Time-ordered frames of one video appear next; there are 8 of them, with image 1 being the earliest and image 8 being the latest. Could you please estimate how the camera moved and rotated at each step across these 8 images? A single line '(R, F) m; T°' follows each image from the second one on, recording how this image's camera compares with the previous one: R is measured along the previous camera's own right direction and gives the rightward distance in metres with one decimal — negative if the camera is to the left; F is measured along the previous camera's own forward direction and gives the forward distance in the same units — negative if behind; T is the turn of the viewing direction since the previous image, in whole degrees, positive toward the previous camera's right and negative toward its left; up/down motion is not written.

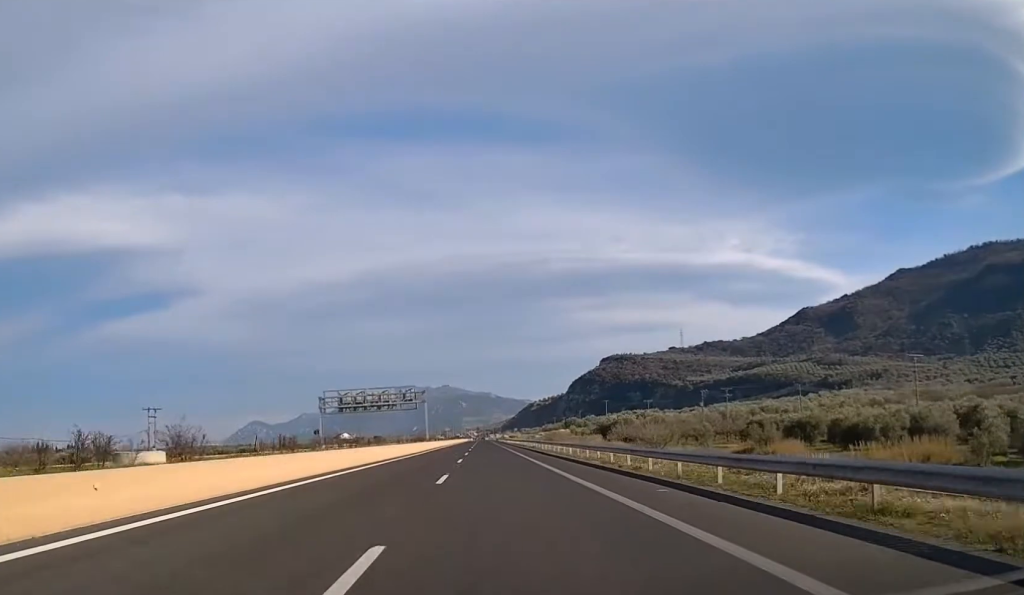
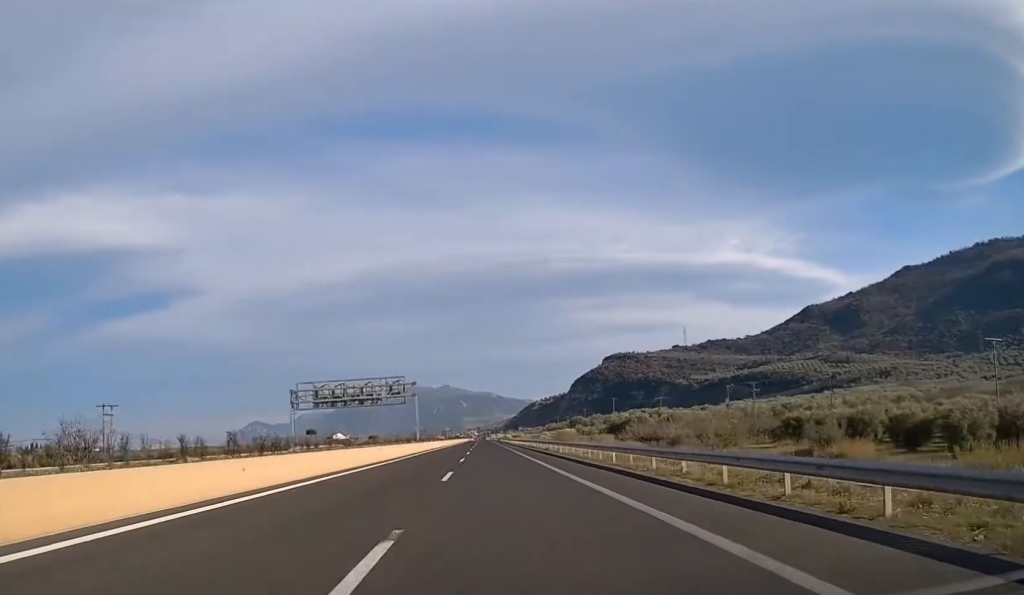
(0.0, +15.8) m; 0°
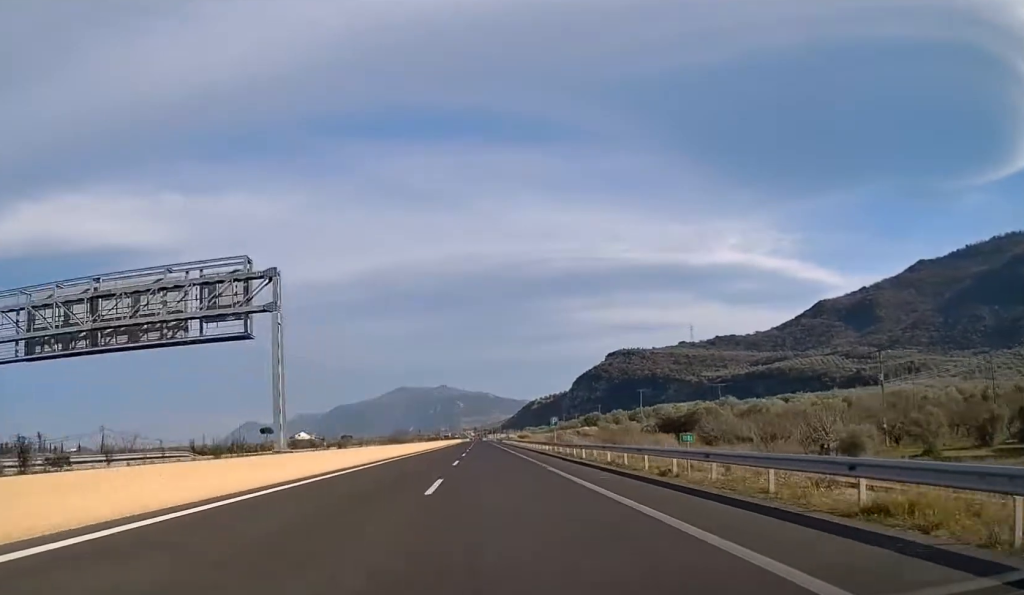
(-0.2, +59.7) m; 0°
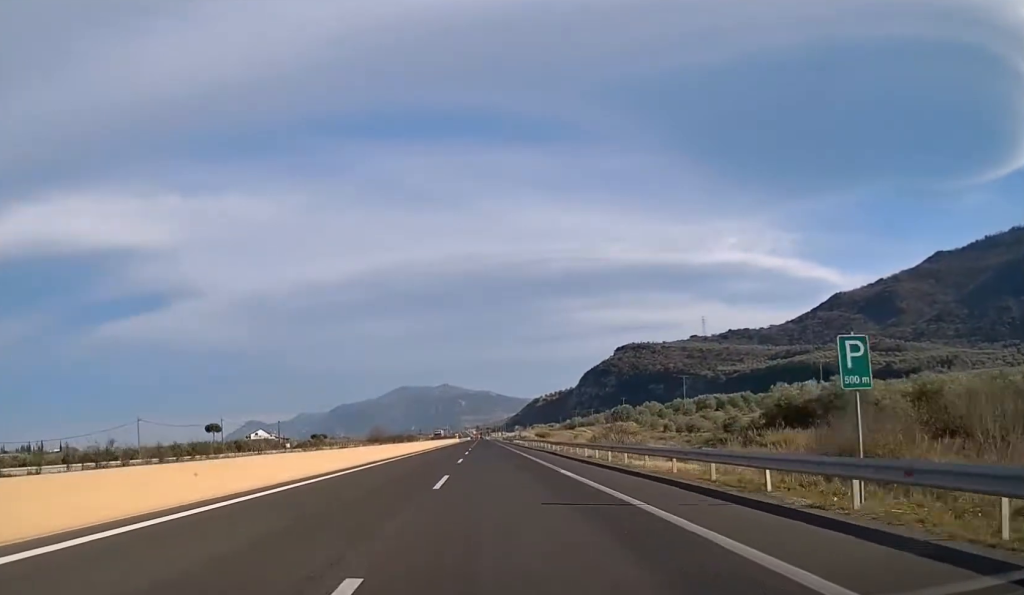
(-0.2, +51.7) m; 0°
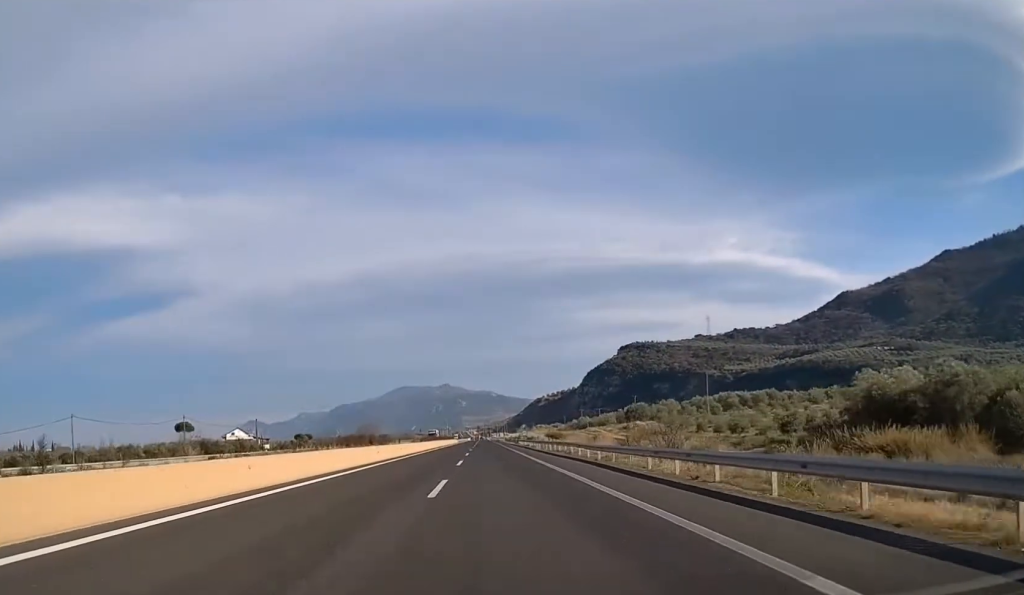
(-0.1, +20.2) m; 0°
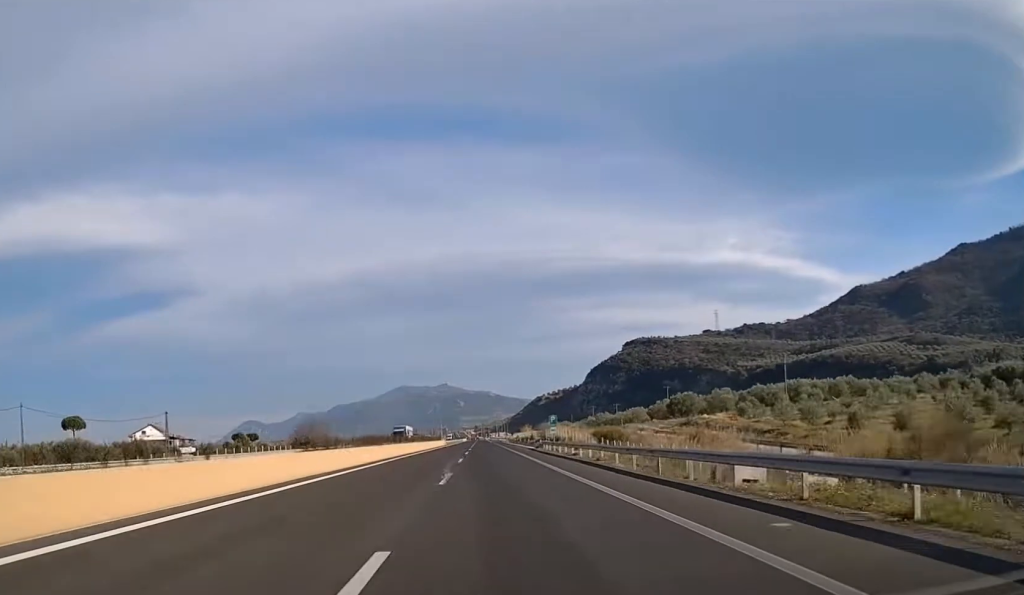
(+0.1, +48.2) m; 0°
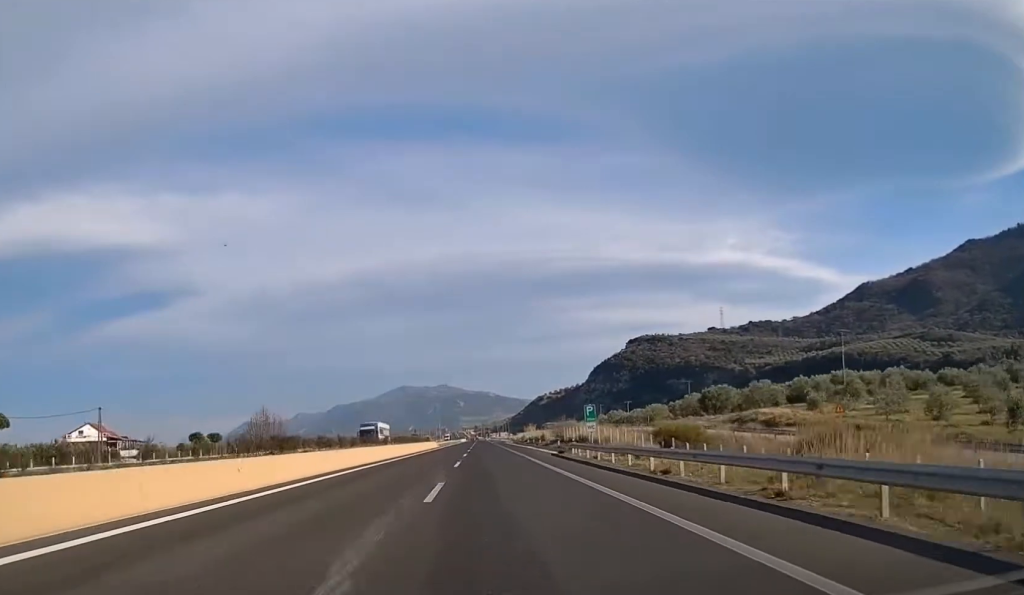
(+0.1, +22.5) m; 0°
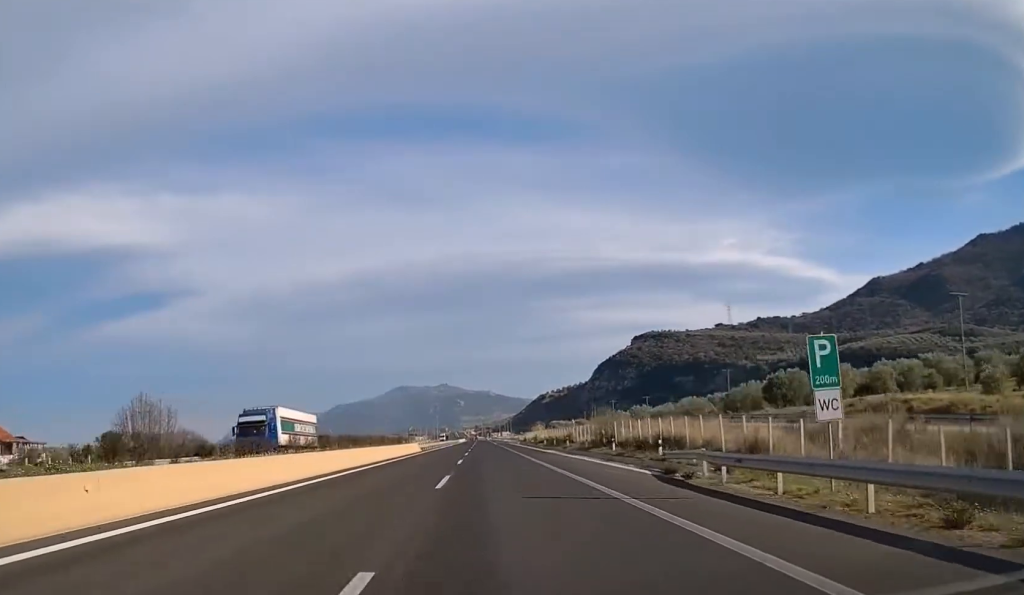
(-0.2, +32.6) m; 0°
